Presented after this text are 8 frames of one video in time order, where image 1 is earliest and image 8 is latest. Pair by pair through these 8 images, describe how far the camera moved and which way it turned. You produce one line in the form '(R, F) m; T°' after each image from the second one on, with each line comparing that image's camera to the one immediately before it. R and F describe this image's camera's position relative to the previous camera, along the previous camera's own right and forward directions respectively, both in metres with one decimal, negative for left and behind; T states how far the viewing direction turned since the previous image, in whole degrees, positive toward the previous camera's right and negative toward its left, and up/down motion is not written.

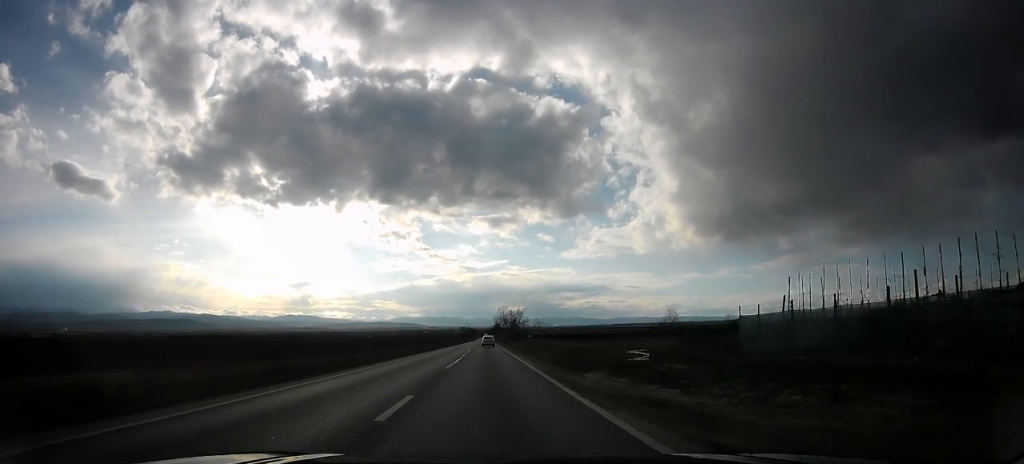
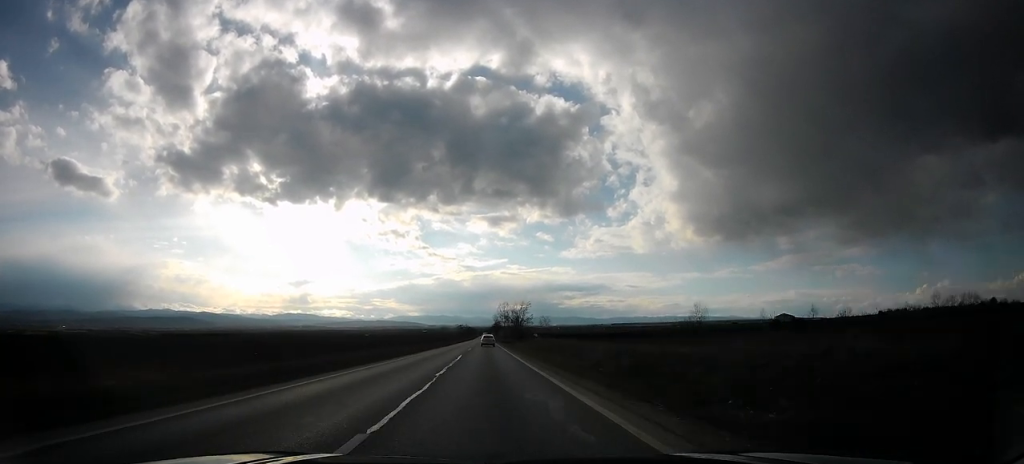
(0.0, +17.0) m; 0°
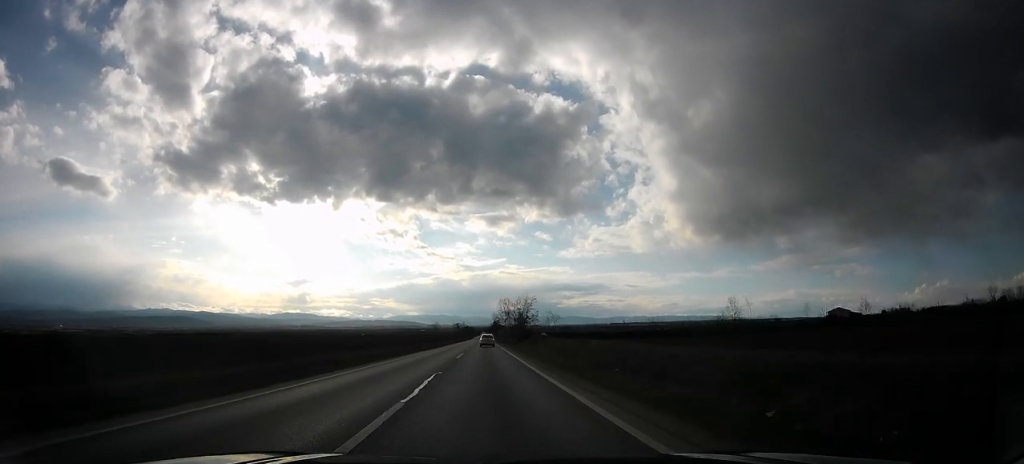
(0.0, +16.9) m; 0°
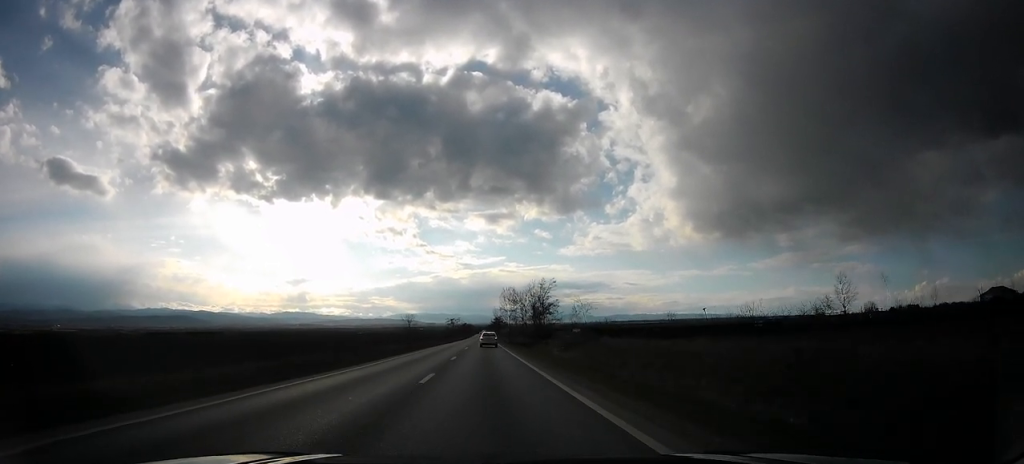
(0.0, +32.4) m; 0°
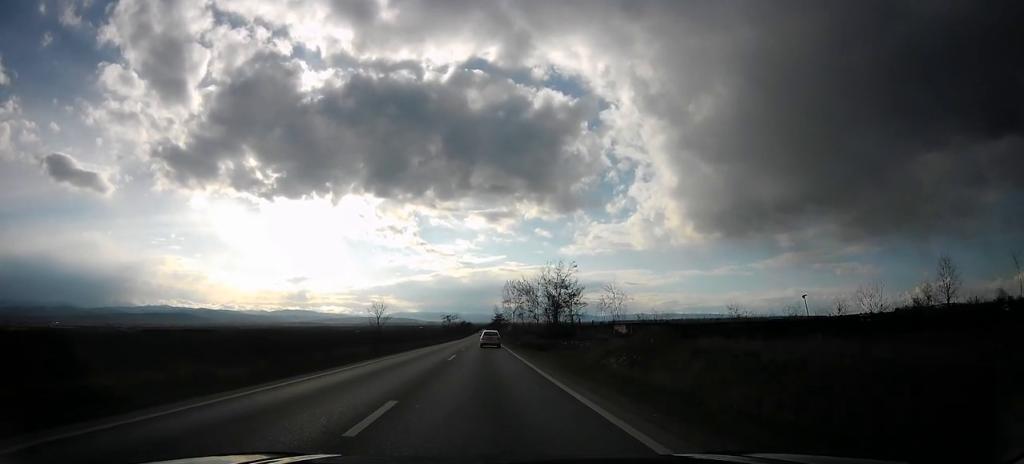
(0.0, +19.0) m; 0°
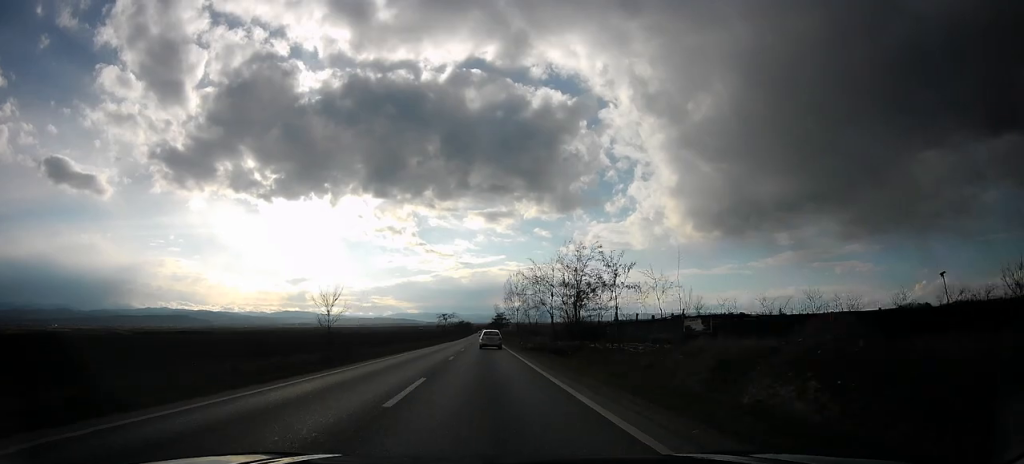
(0.0, +14.9) m; 0°
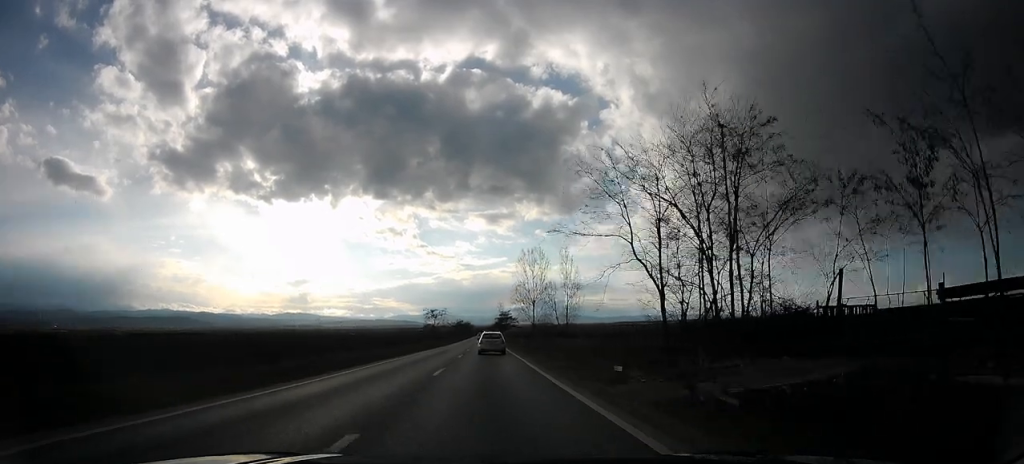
(+0.1, +35.6) m; 0°
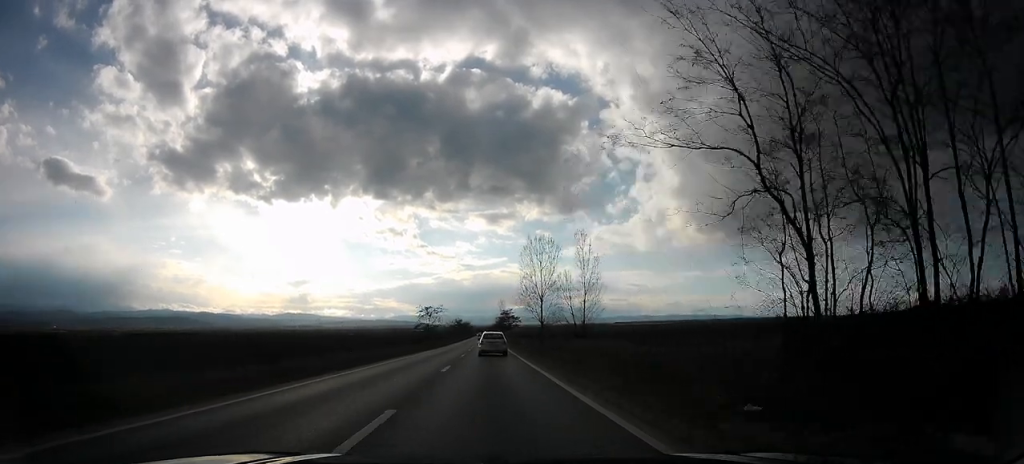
(-0.1, +11.1) m; 0°
